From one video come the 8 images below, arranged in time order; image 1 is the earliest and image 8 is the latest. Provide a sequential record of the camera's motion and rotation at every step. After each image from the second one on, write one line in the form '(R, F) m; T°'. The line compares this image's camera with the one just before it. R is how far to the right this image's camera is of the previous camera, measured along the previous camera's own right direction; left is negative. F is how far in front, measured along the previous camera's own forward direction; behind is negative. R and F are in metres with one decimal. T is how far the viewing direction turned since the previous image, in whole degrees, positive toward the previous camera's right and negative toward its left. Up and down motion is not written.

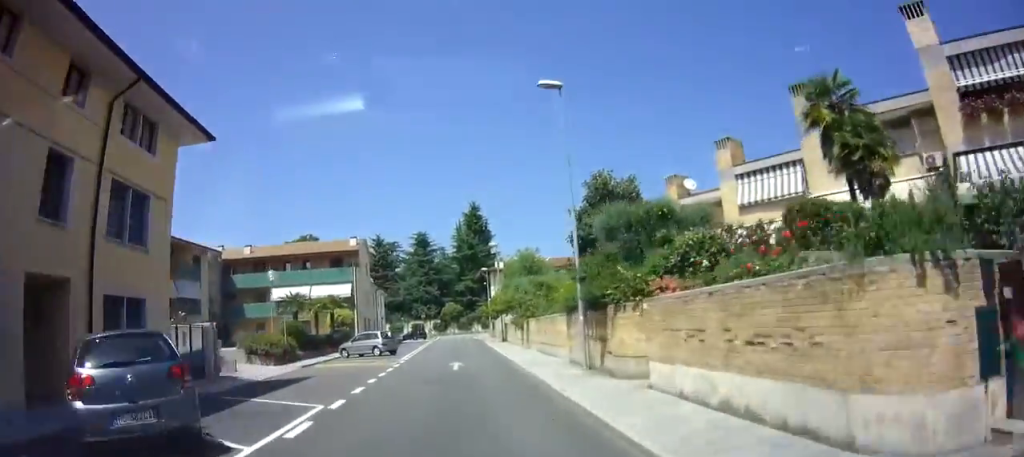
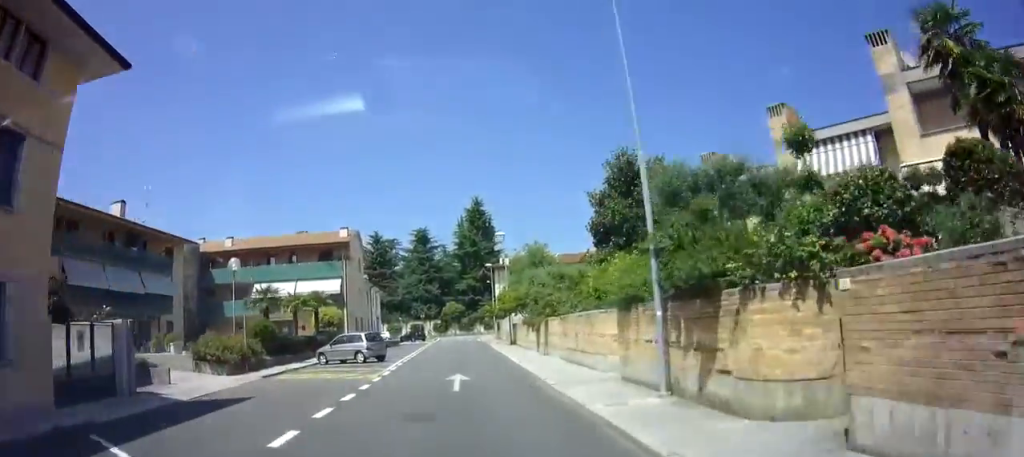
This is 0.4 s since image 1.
(+0.1, +5.4) m; +1°
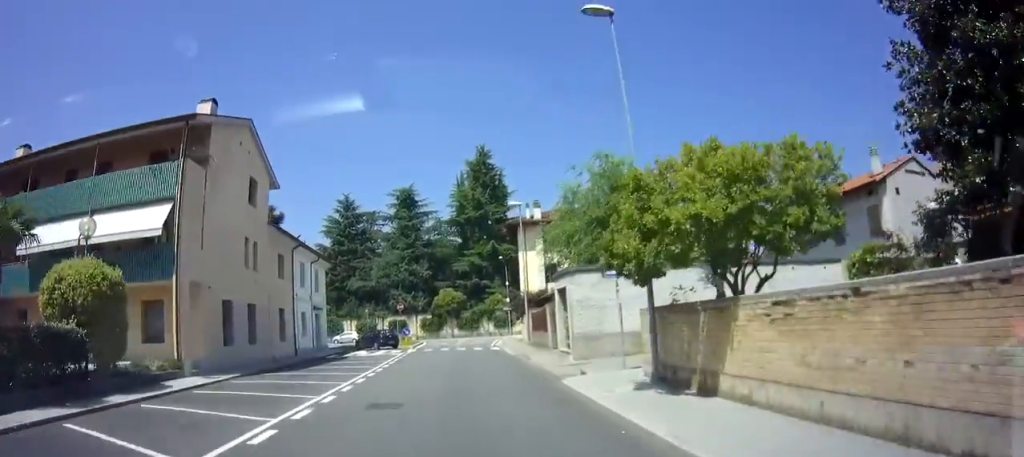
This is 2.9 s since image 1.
(+0.5, +29.4) m; -1°
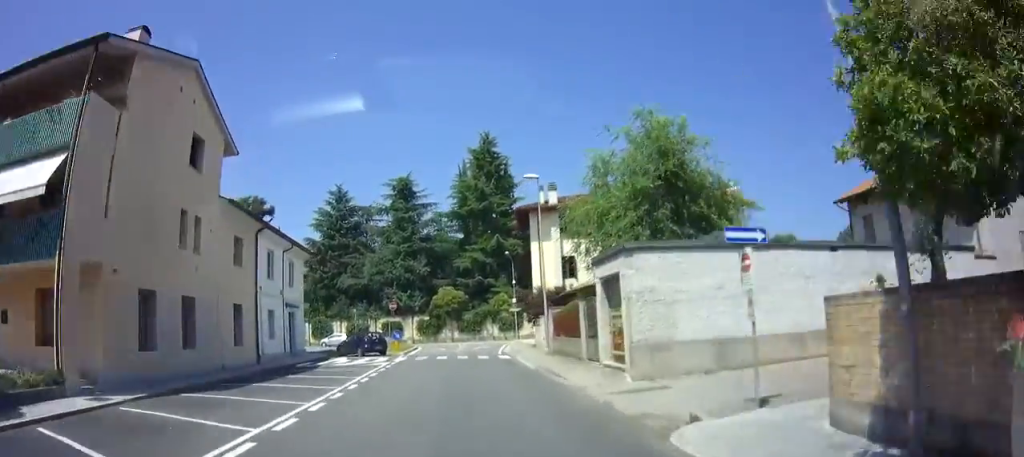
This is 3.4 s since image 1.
(-0.2, +6.5) m; -1°
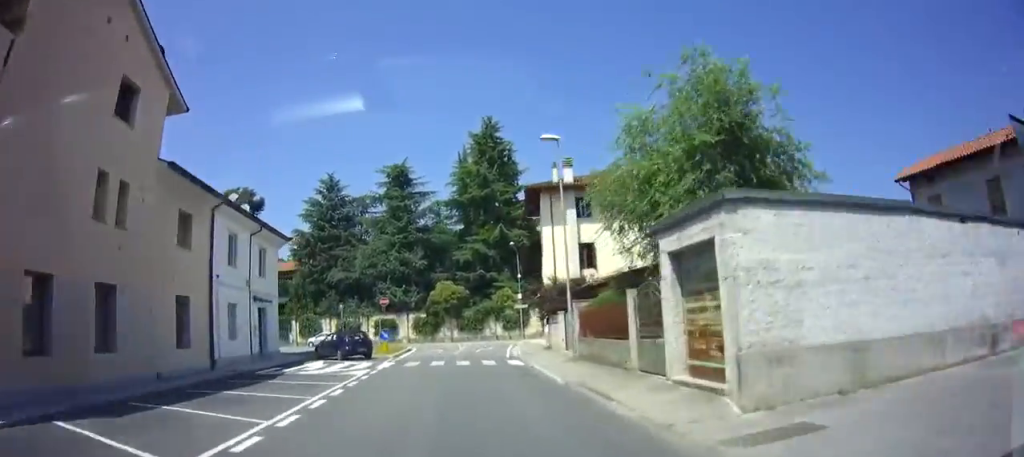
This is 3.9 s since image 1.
(0.0, +5.1) m; 0°
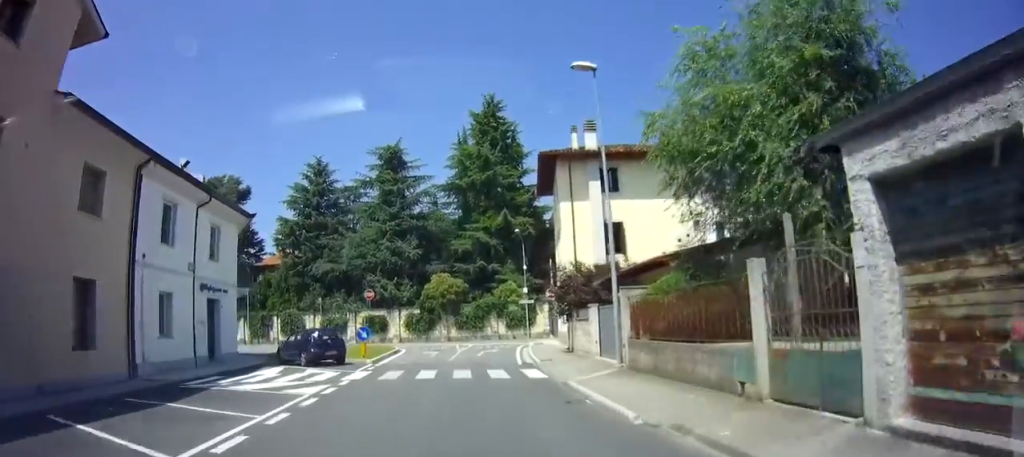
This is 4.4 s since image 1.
(0.0, +5.8) m; 0°
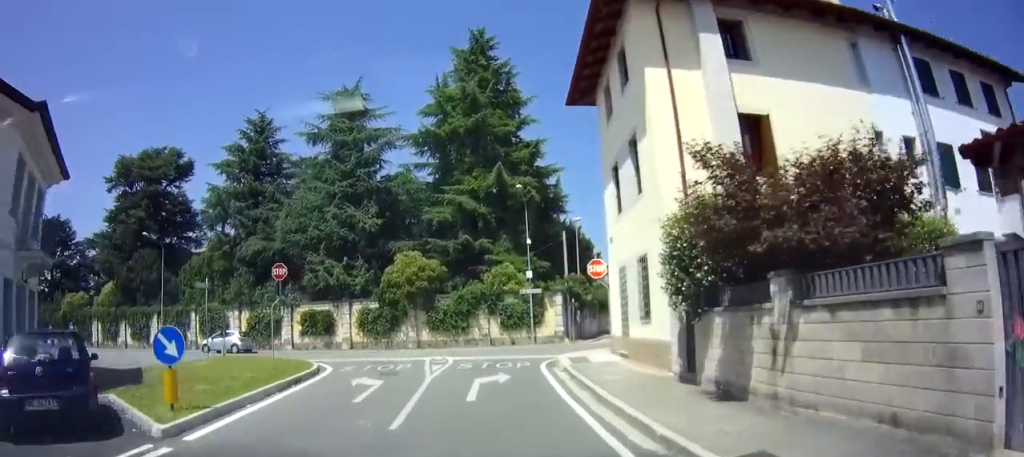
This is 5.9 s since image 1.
(+0.1, +14.0) m; +2°
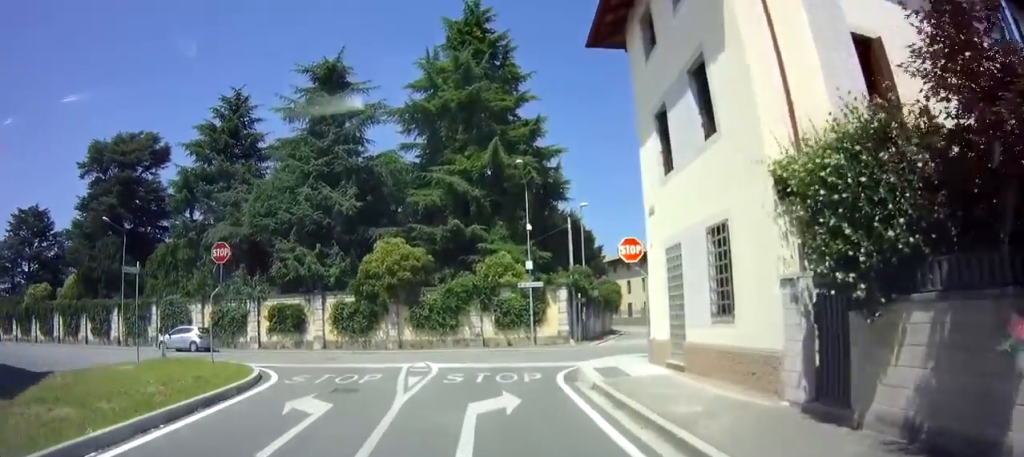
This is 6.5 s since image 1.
(0.0, +4.7) m; +1°
